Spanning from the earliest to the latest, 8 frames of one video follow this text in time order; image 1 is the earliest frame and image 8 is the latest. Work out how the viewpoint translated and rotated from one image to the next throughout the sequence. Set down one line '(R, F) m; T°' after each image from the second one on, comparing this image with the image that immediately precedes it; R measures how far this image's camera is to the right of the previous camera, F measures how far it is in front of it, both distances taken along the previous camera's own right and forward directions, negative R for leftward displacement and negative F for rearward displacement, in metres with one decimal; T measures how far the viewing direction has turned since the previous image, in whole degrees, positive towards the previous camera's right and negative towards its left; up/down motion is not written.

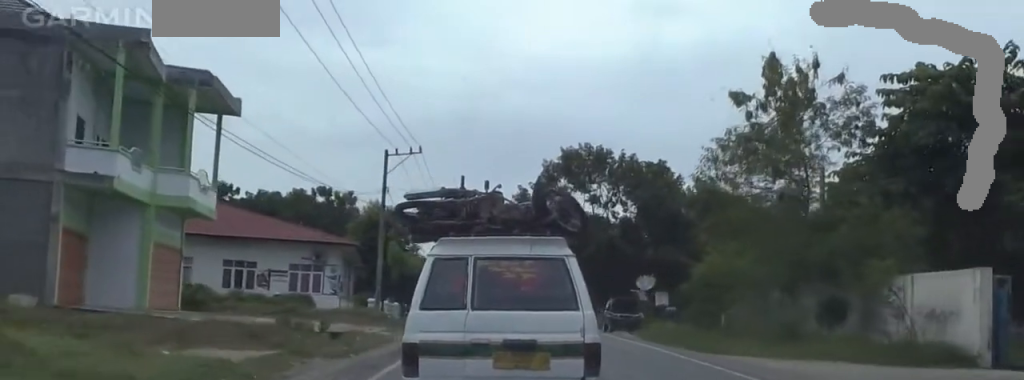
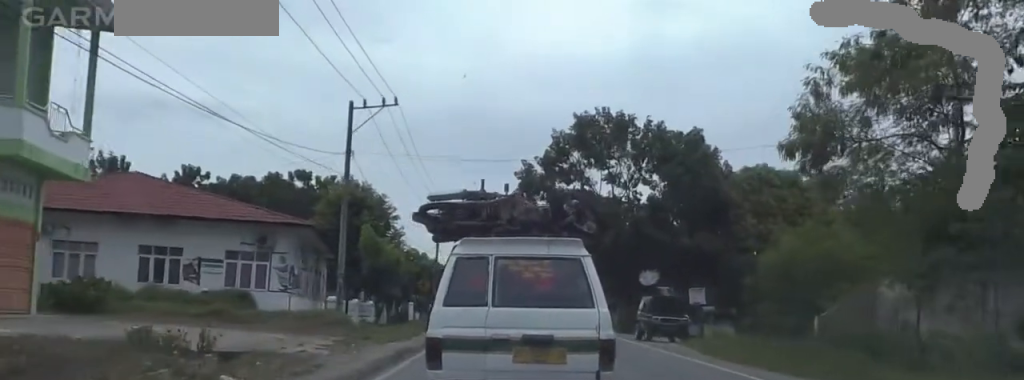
(-1.3, +12.4) m; 0°
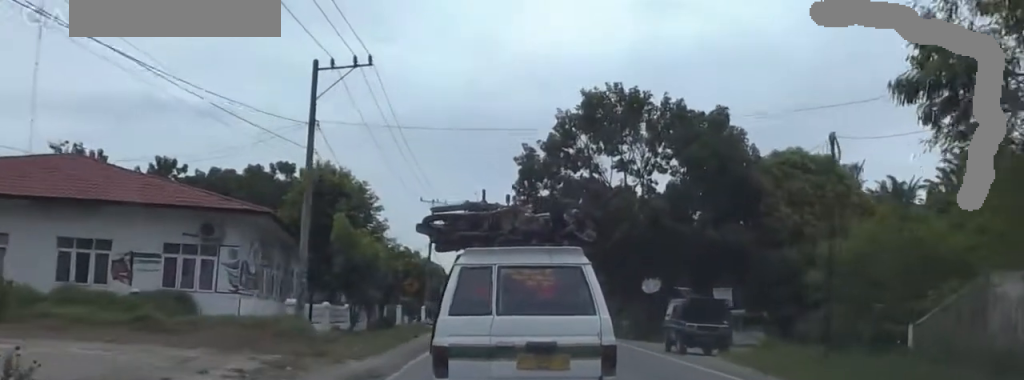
(+0.7, +7.2) m; 0°
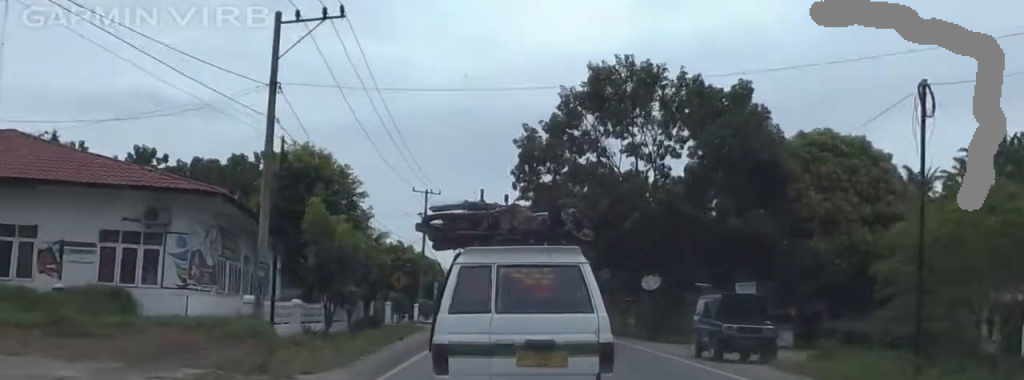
(+0.5, +5.2) m; 0°
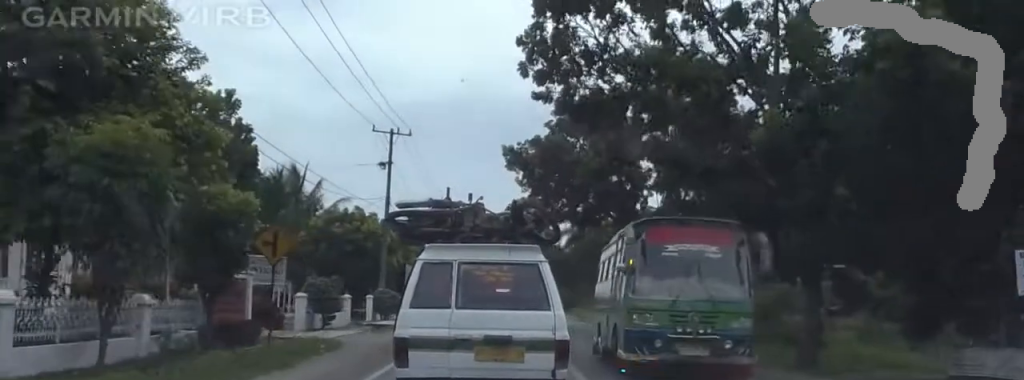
(+0.8, +24.0) m; +2°
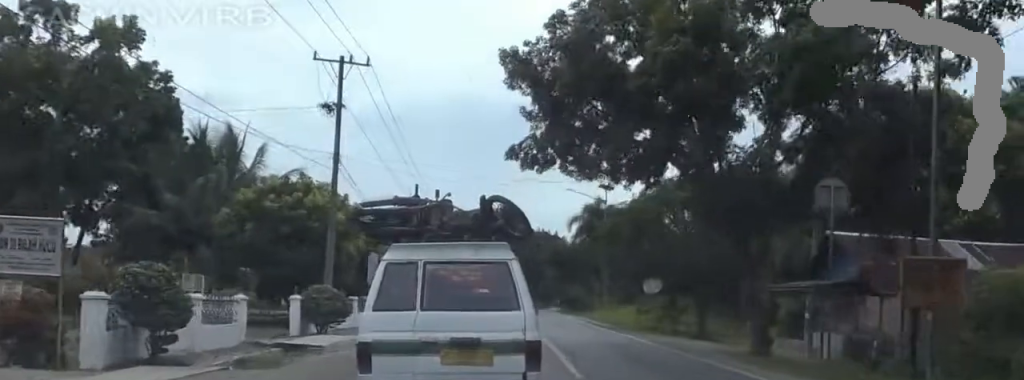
(-1.5, +15.5) m; -2°
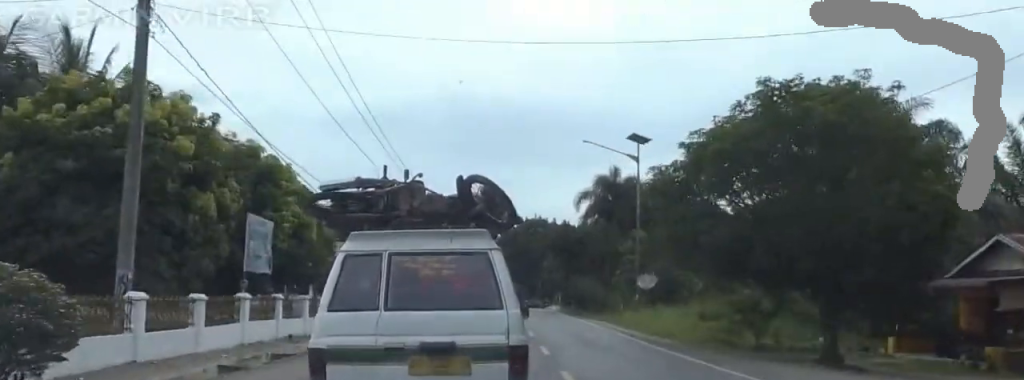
(+0.6, +18.1) m; -2°
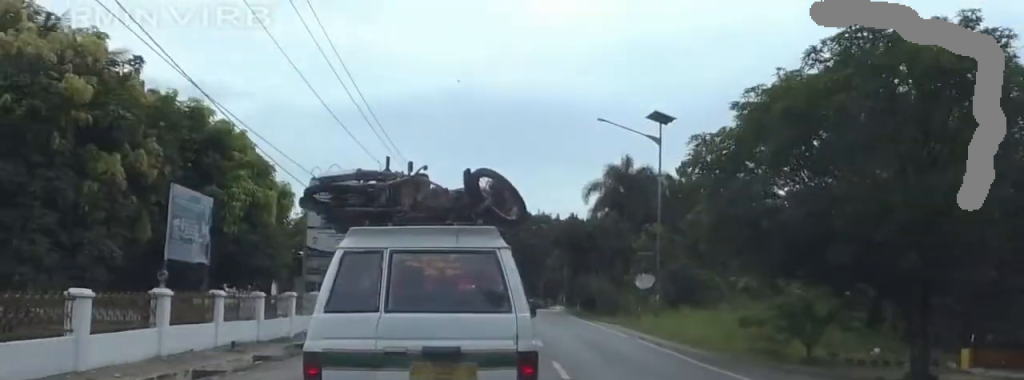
(-0.4, +5.5) m; -1°
